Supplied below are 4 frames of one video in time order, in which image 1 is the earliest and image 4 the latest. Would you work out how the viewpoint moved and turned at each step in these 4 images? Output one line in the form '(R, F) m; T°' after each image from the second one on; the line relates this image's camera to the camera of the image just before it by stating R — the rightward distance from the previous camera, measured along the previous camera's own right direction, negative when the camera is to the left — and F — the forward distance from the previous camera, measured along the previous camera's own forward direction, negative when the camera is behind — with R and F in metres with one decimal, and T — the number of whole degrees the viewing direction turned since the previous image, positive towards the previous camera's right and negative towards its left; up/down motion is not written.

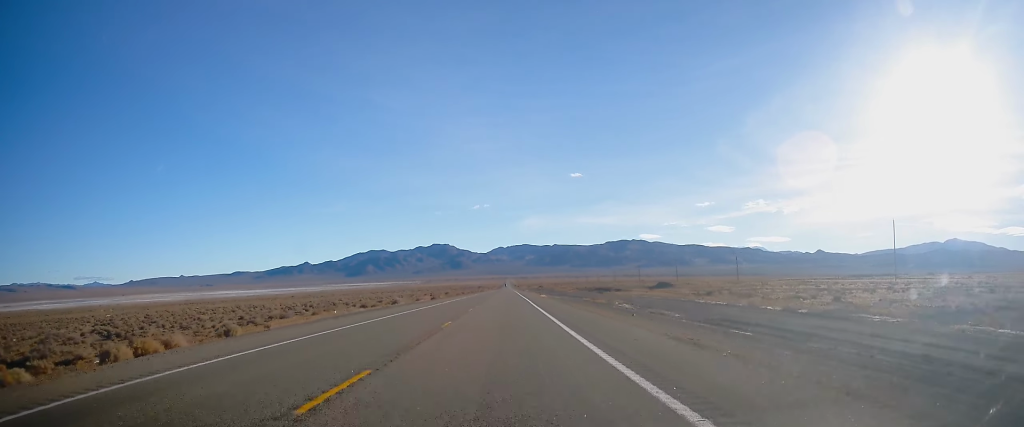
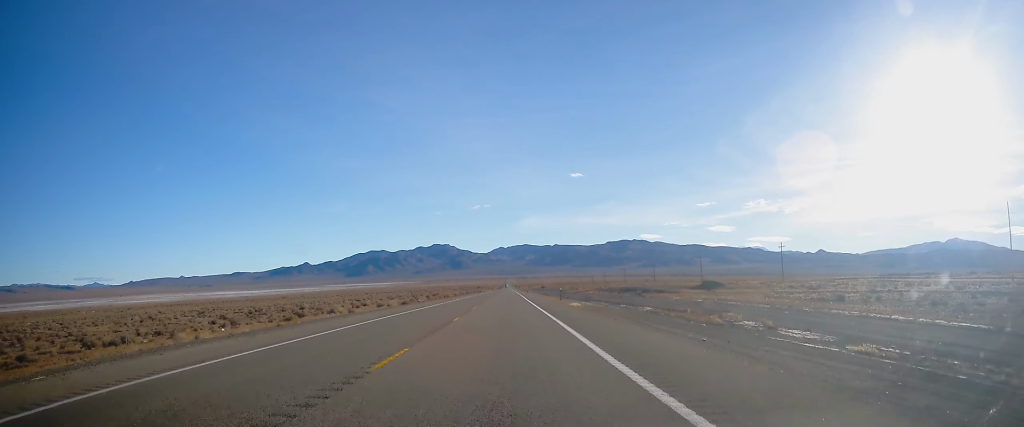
(0.0, +34.1) m; 0°
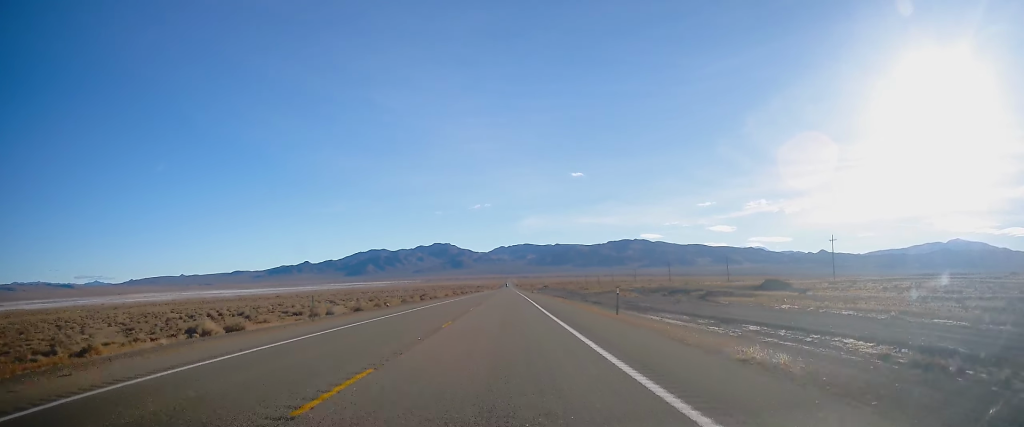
(-0.1, +28.0) m; 0°
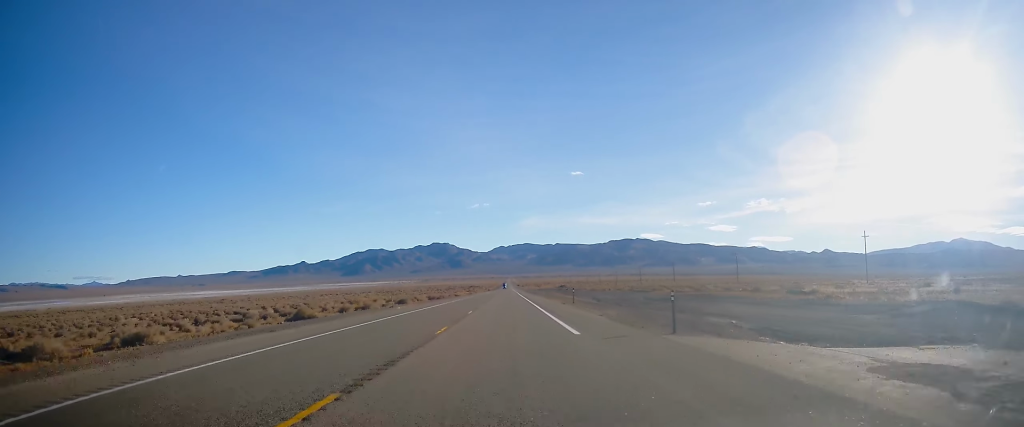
(-0.4, +160.4) m; -1°
